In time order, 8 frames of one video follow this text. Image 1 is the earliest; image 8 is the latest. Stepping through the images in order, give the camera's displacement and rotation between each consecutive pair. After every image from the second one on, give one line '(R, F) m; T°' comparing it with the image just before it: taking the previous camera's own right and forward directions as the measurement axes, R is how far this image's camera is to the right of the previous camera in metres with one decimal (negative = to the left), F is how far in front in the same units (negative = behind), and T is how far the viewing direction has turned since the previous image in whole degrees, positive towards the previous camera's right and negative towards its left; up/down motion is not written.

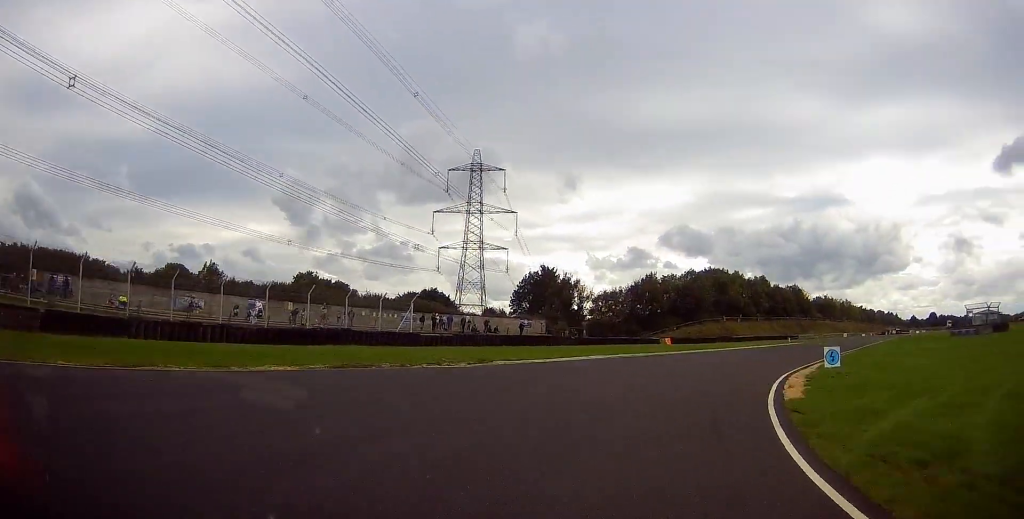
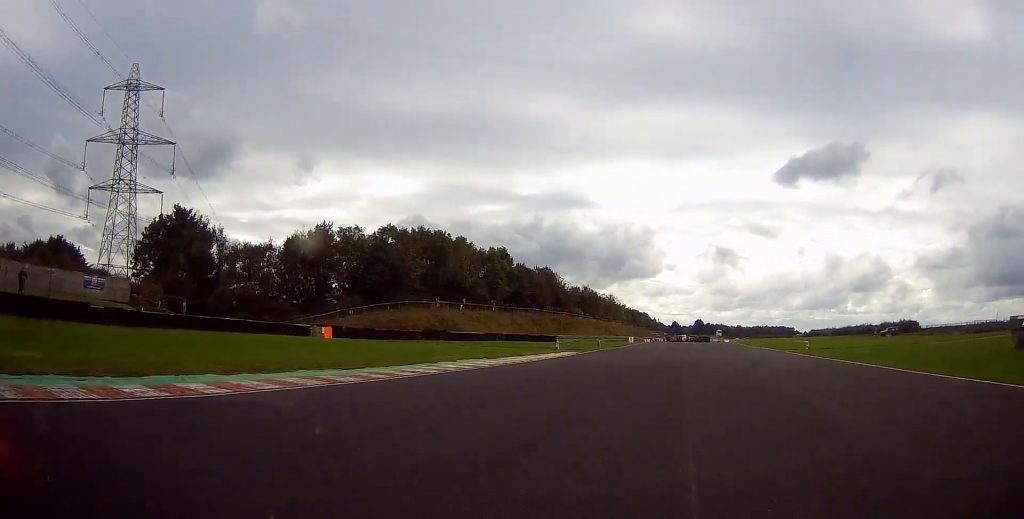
(+10.5, +42.6) m; +24°
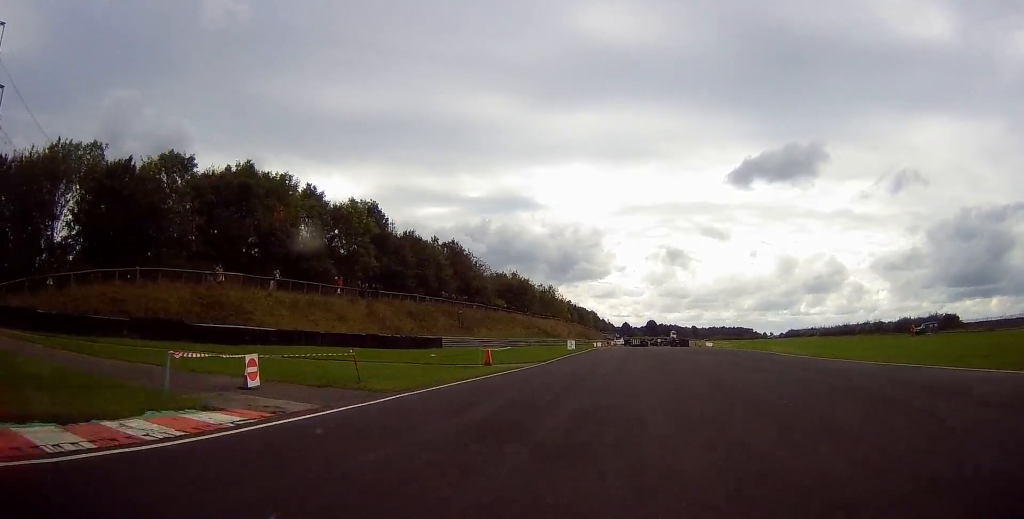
(+3.3, +36.9) m; +7°
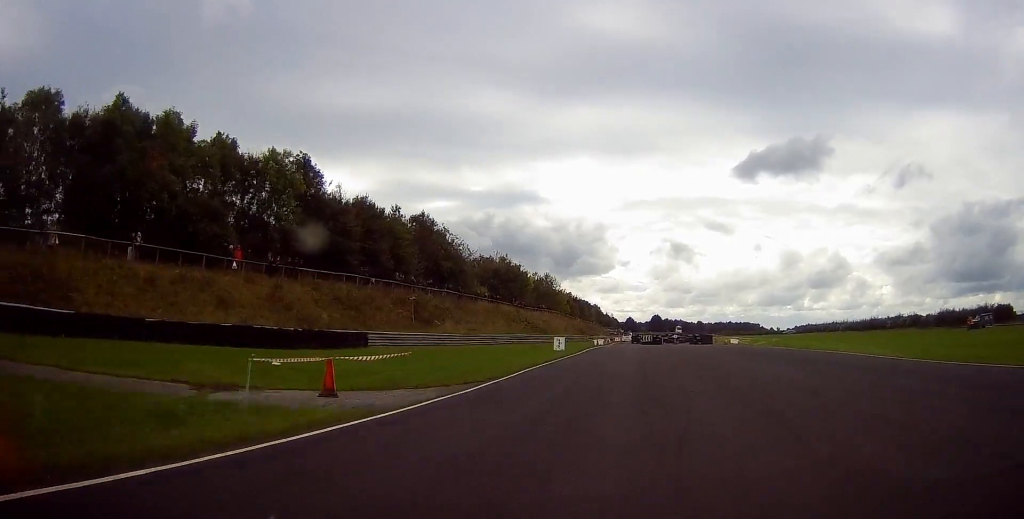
(+0.2, +16.2) m; +1°
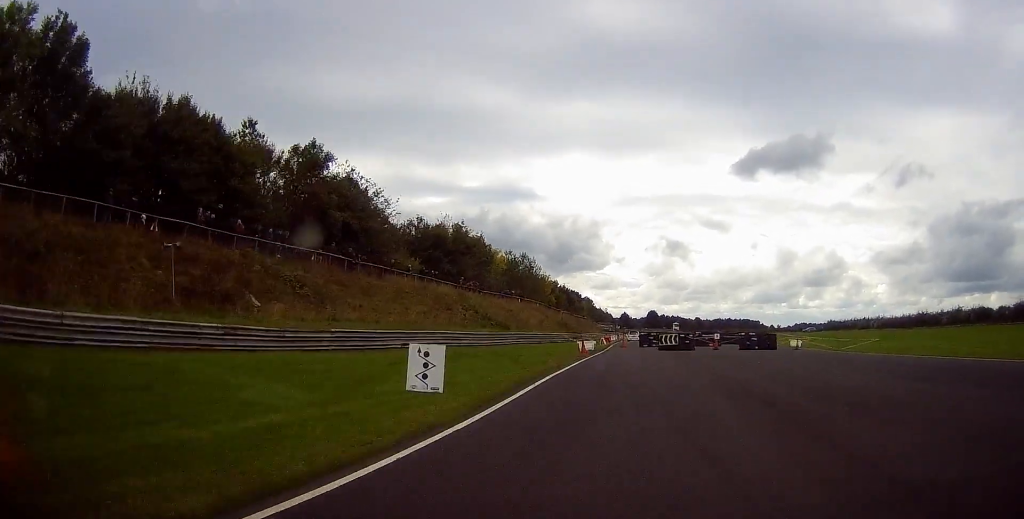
(+0.1, +27.6) m; 0°
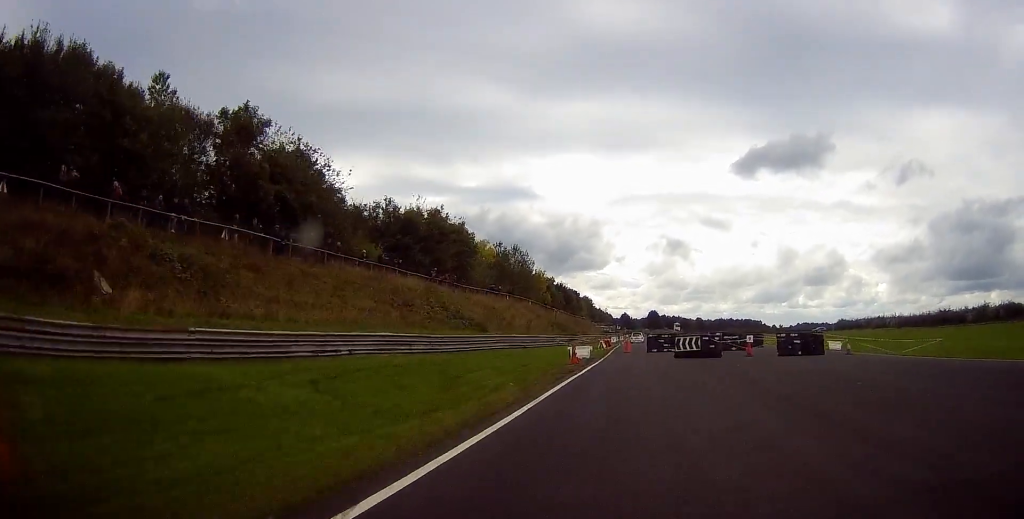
(-0.1, +9.8) m; 0°
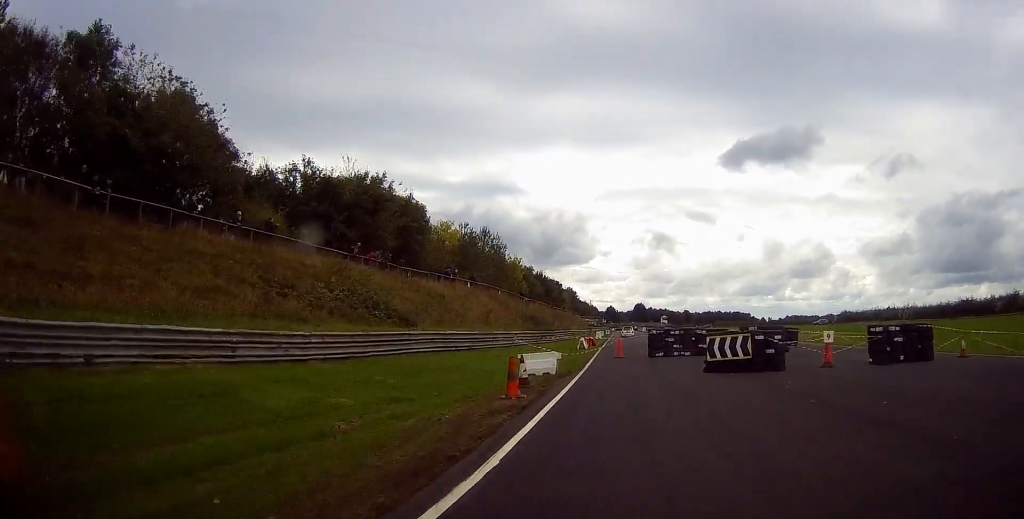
(+0.1, +13.5) m; +2°
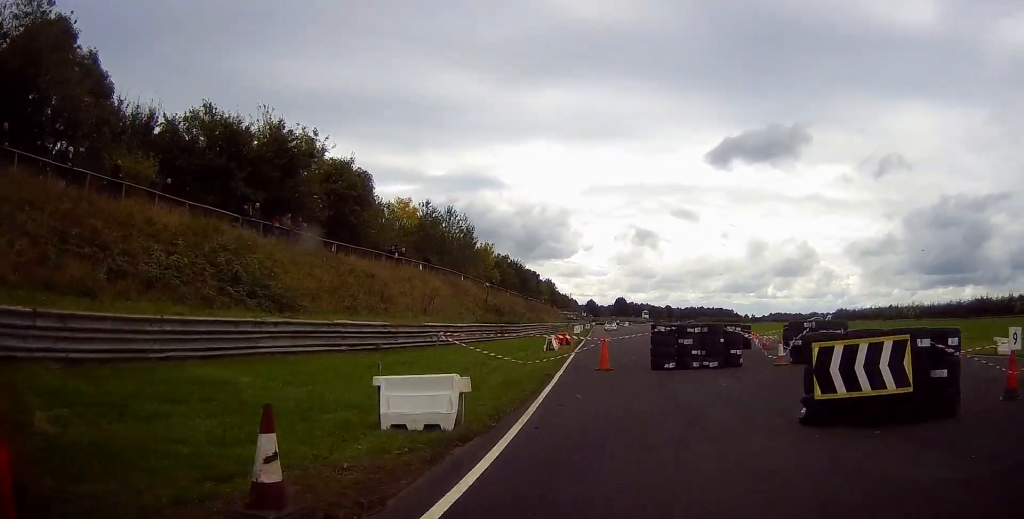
(+0.2, +10.5) m; +7°
